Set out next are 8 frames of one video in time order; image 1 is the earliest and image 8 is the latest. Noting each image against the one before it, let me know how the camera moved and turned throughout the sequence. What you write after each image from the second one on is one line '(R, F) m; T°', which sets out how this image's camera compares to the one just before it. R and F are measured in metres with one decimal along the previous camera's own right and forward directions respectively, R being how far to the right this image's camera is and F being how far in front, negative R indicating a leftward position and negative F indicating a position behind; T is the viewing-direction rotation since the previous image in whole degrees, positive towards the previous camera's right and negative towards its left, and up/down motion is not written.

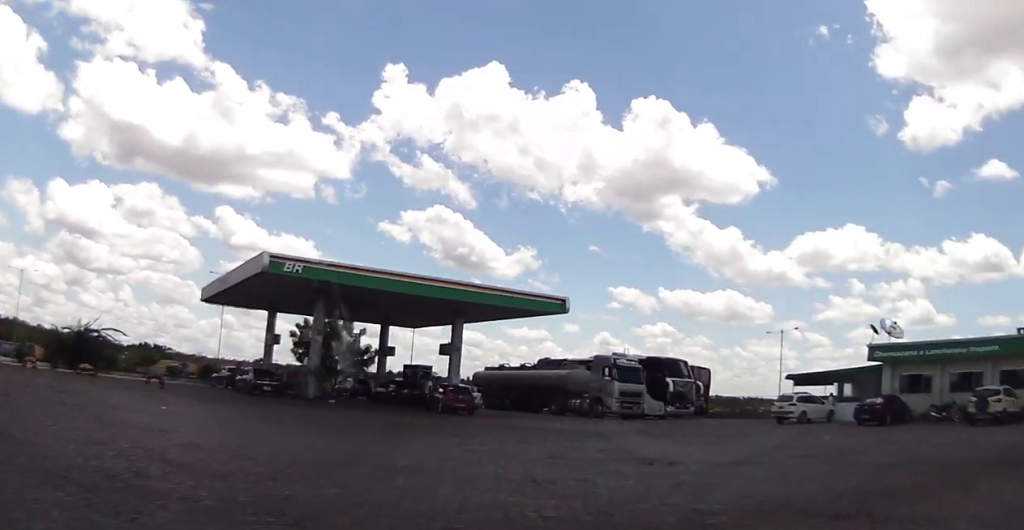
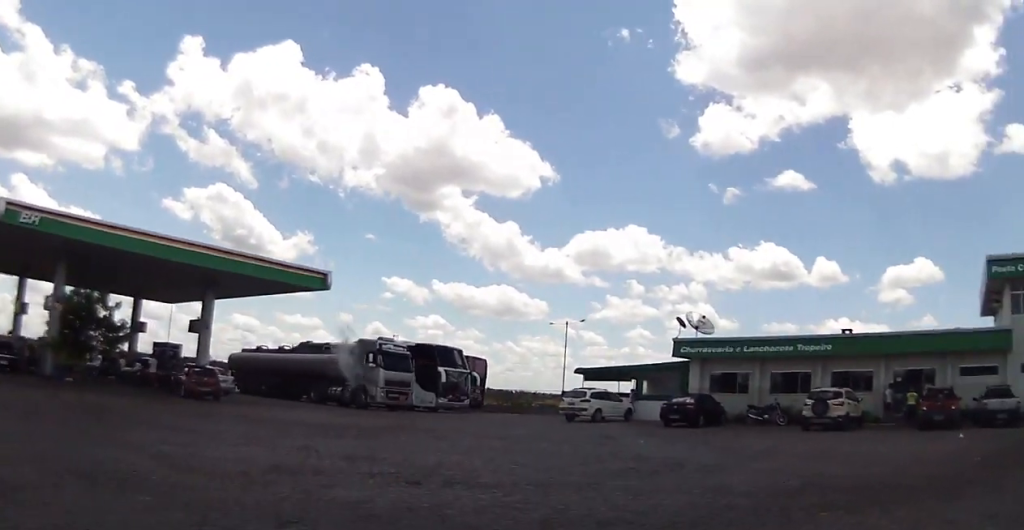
(+0.6, +4.5) m; +14°
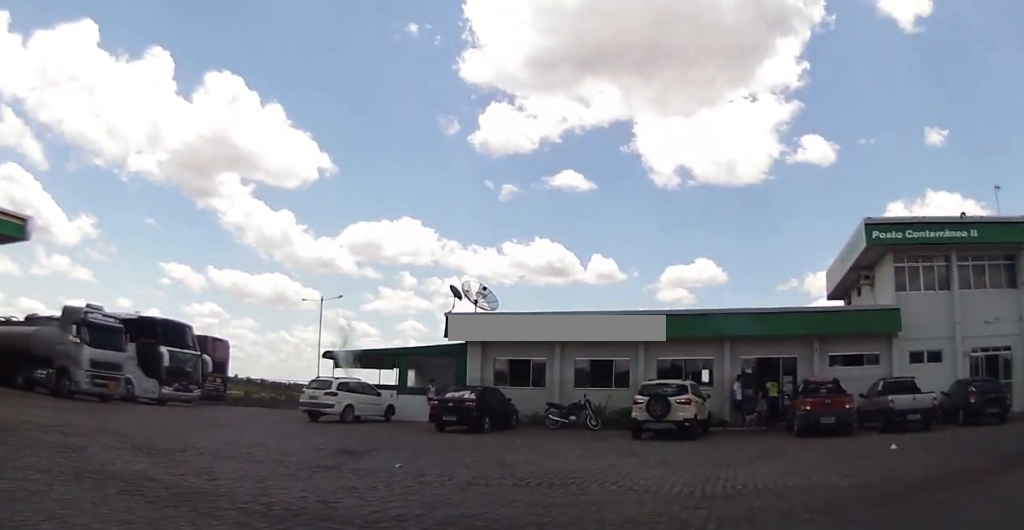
(+1.9, +7.6) m; +21°
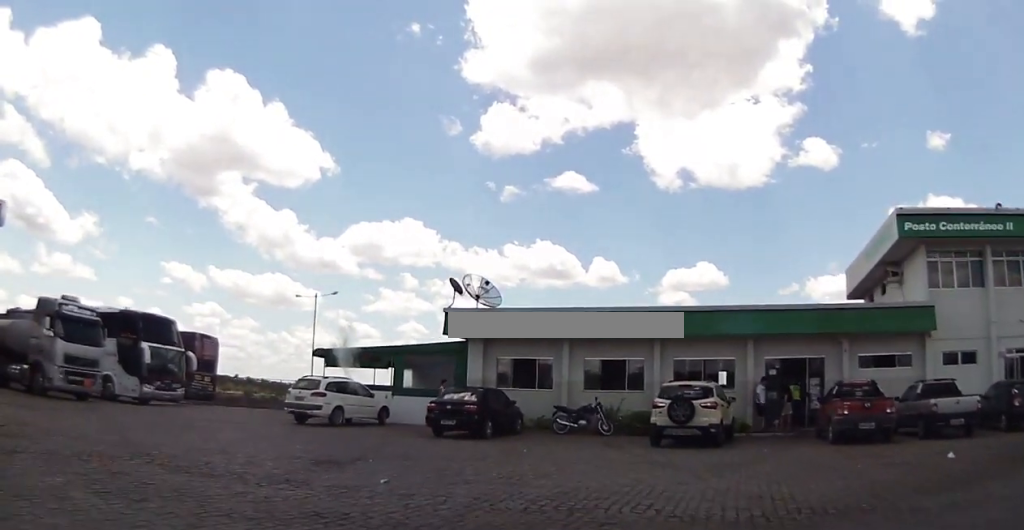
(+0.1, +2.1) m; +3°
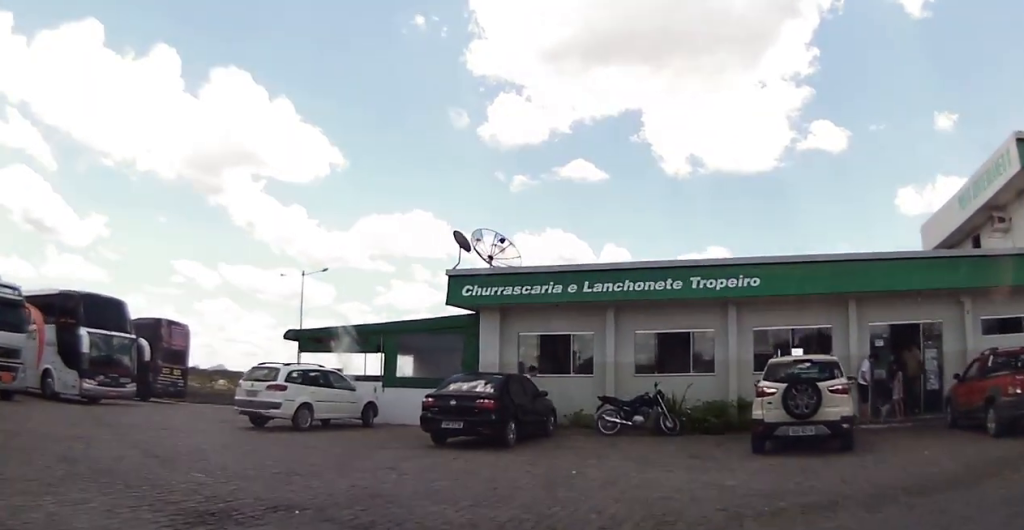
(+0.7, +6.1) m; +2°
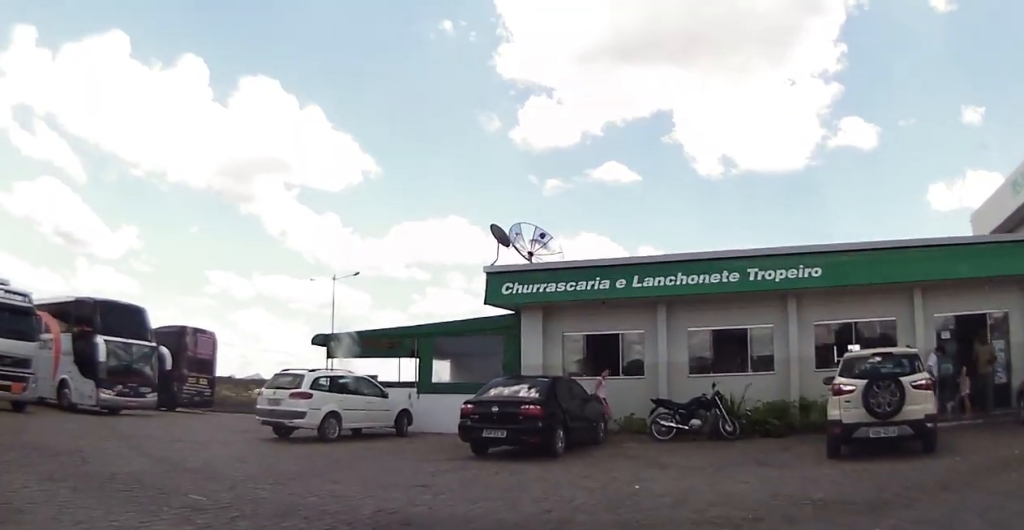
(-0.3, +1.3) m; -10°
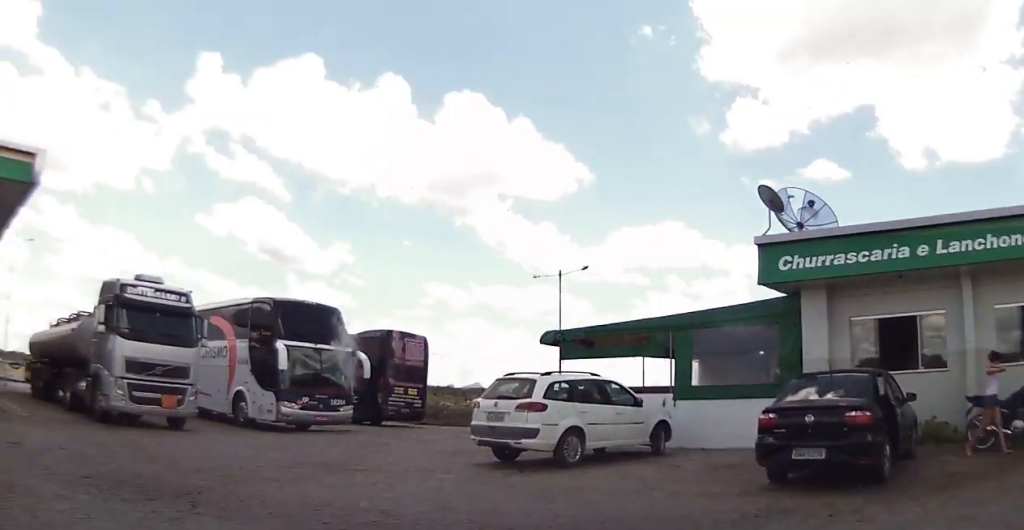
(-0.8, +3.4) m; -16°
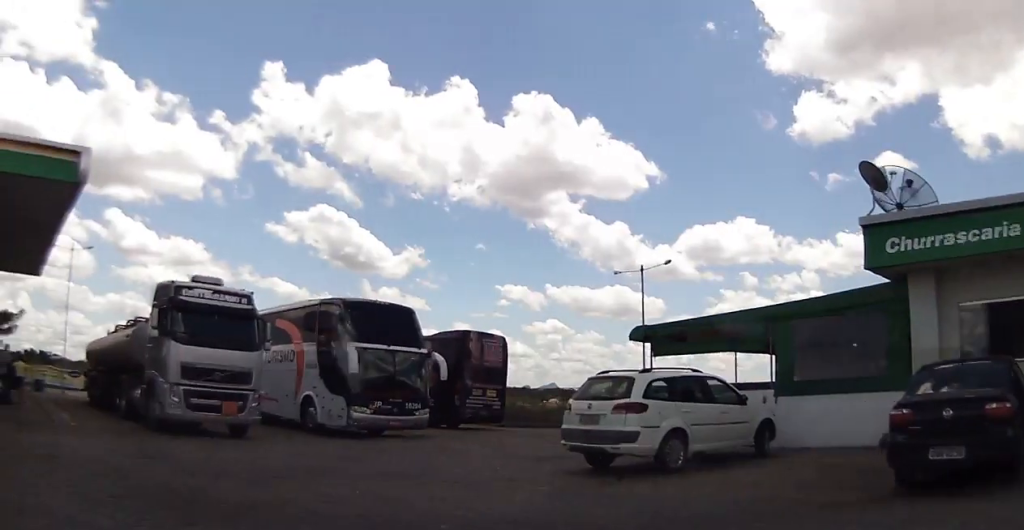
(0.0, +1.1) m; -5°
